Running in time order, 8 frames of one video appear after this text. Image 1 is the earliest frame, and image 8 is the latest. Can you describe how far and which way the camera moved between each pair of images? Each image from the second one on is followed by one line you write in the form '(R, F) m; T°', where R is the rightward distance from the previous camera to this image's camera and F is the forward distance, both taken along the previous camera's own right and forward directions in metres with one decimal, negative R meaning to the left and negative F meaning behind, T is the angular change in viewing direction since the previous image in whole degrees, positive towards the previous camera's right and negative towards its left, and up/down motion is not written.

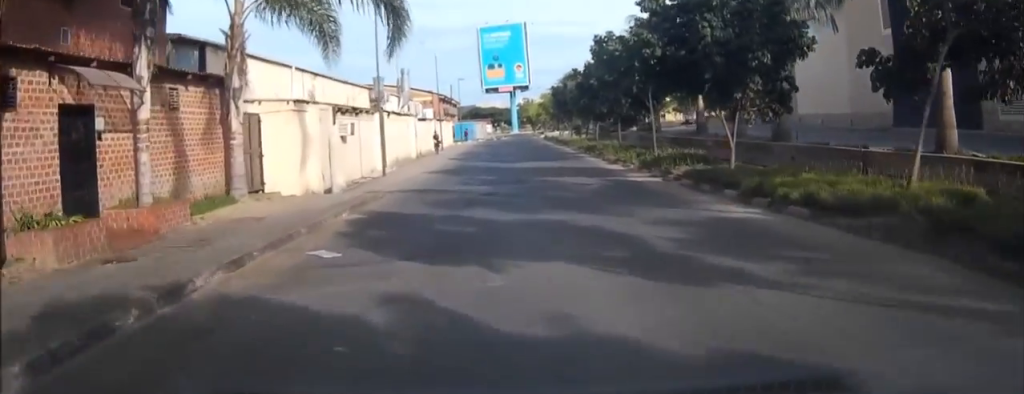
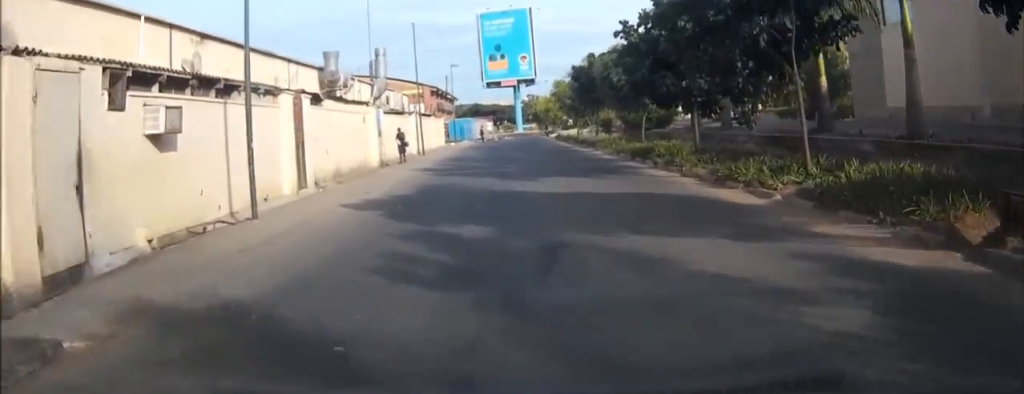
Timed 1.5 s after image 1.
(+0.3, +14.9) m; +3°
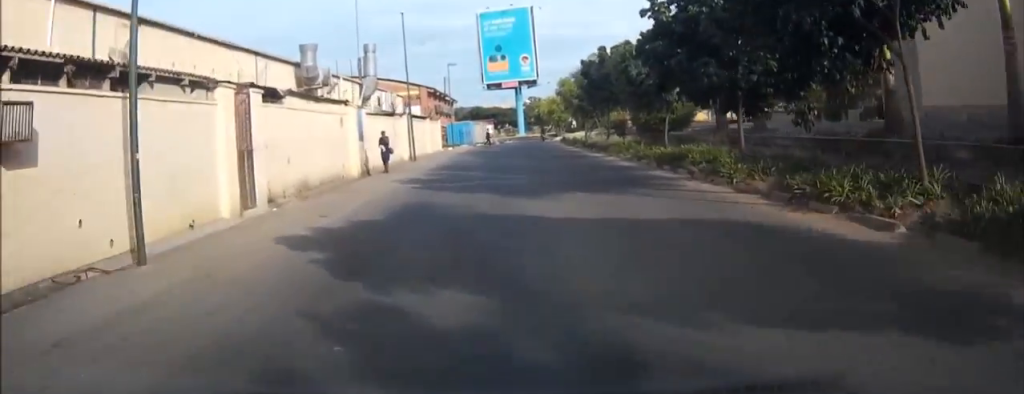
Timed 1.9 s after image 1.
(0.0, +4.4) m; +2°
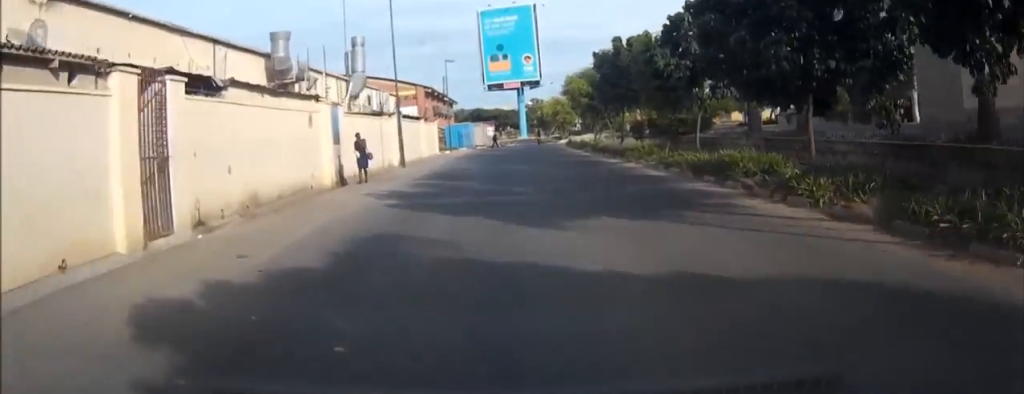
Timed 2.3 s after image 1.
(+0.1, +4.5) m; +1°
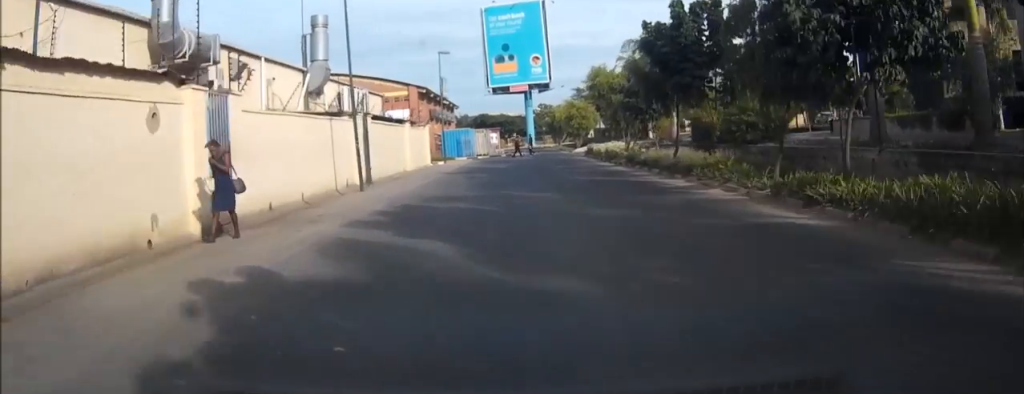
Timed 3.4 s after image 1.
(+0.3, +10.6) m; 0°
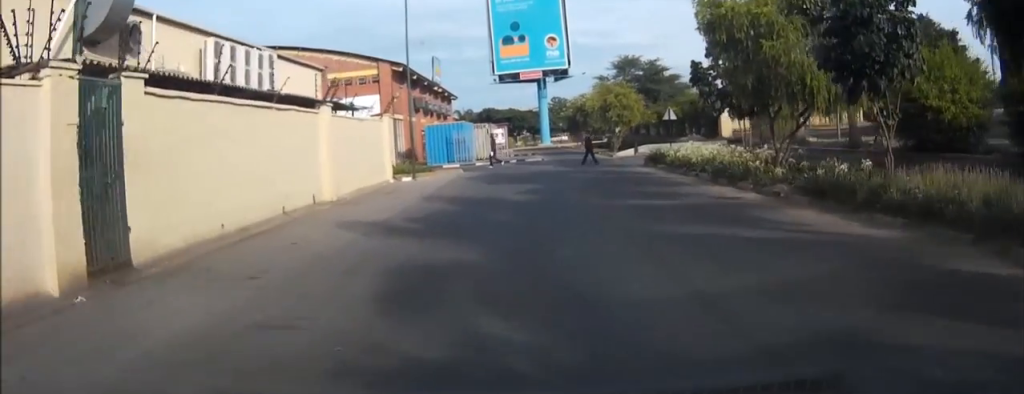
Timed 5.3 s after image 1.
(-1.1, +19.2) m; -6°
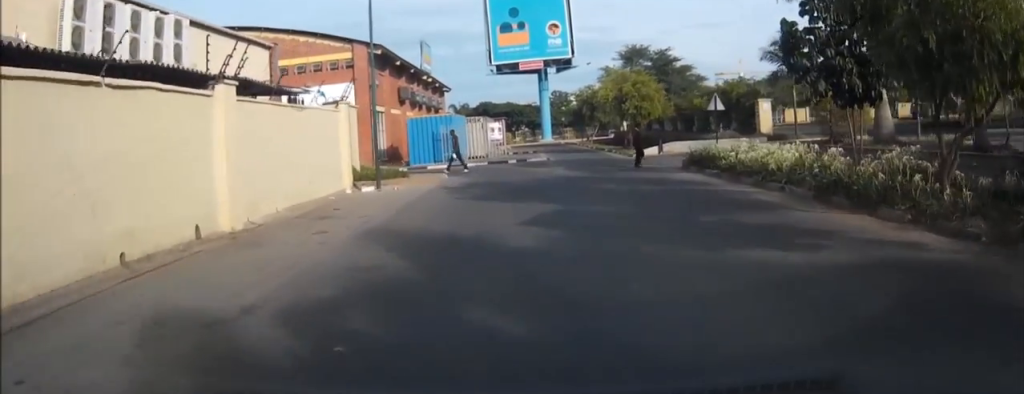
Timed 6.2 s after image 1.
(-0.1, +7.6) m; -1°
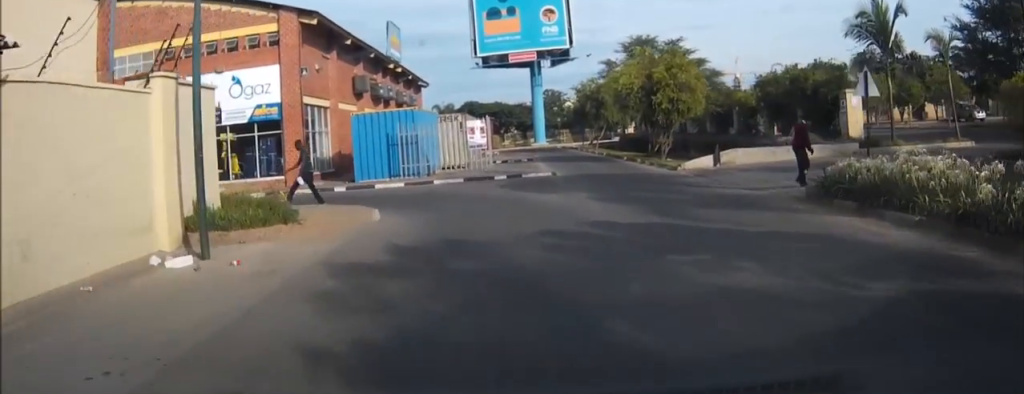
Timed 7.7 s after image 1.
(-0.2, +12.1) m; -1°
